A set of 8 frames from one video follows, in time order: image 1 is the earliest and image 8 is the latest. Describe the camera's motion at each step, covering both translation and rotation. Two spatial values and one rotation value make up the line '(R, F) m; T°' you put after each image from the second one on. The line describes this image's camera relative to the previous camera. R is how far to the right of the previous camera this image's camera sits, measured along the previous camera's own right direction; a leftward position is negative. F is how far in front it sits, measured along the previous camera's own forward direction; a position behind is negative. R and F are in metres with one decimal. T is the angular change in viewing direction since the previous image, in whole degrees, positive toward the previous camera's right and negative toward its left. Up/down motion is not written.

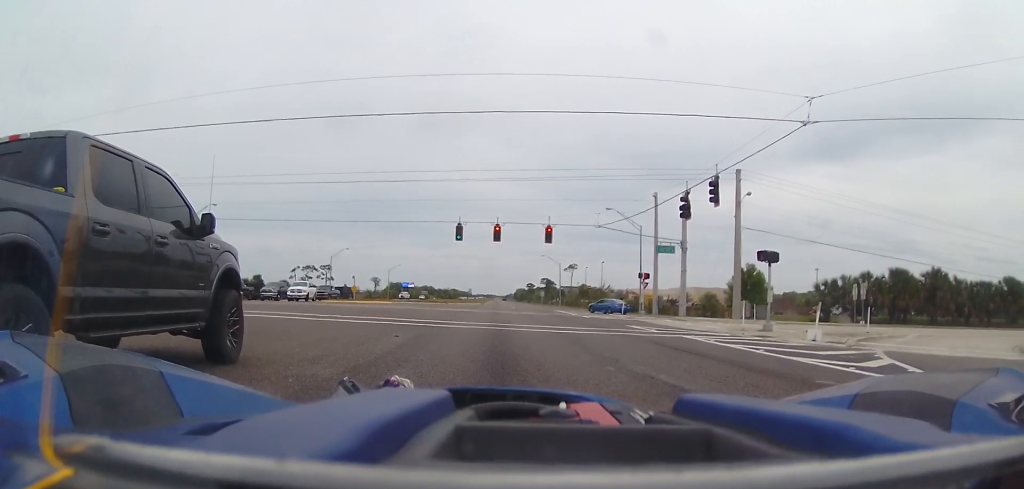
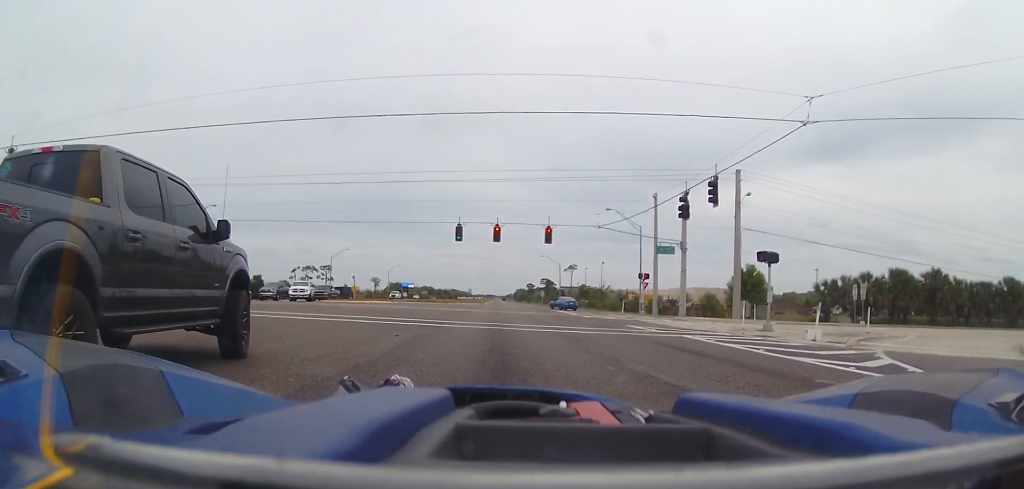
(0.0, 0.0) m; 0°
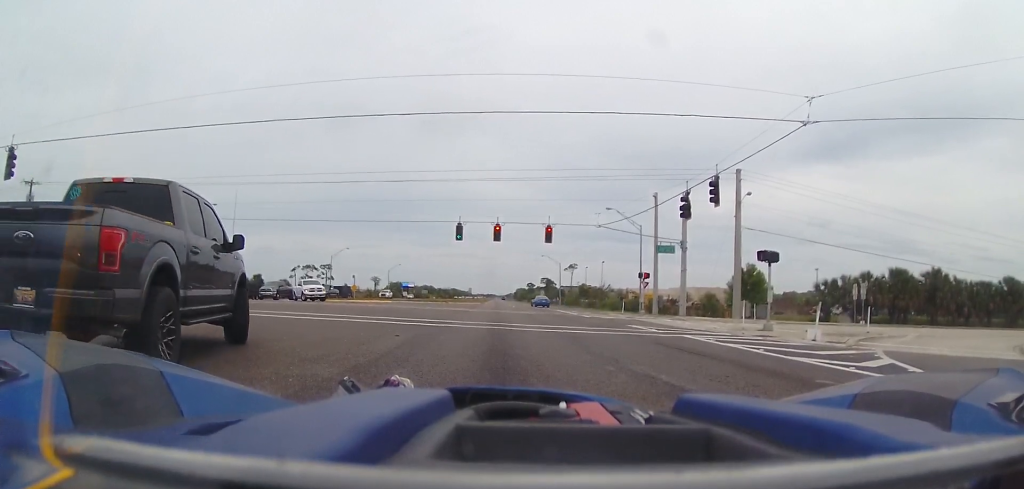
(0.0, 0.0) m; 0°
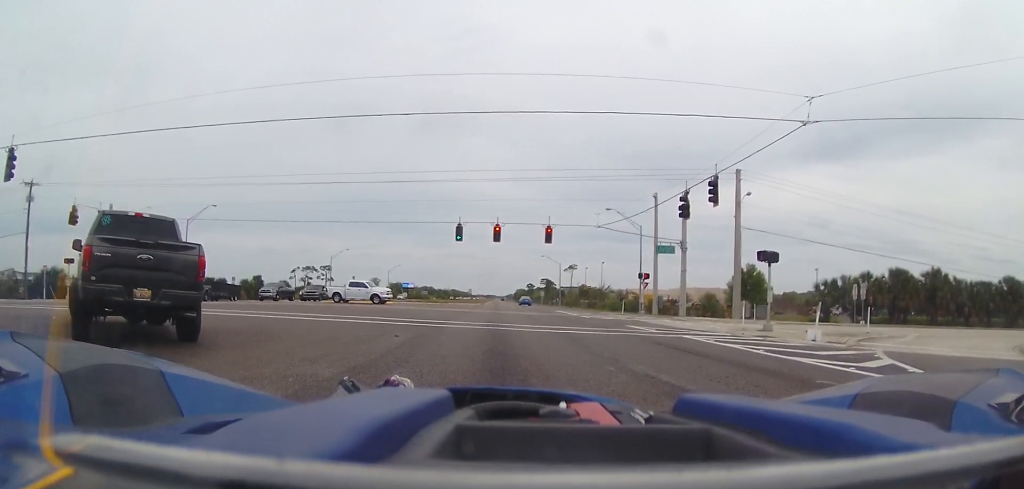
(0.0, 0.0) m; 0°
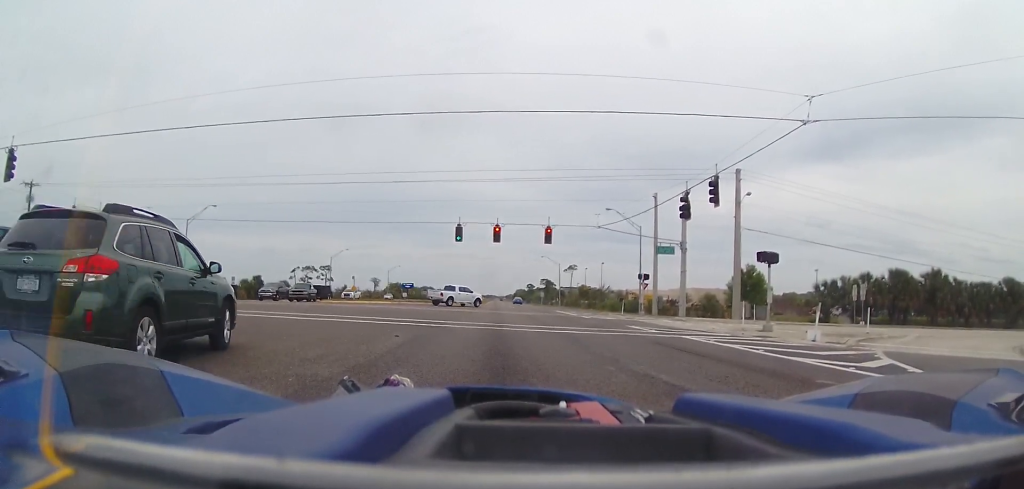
(0.0, 0.0) m; 0°
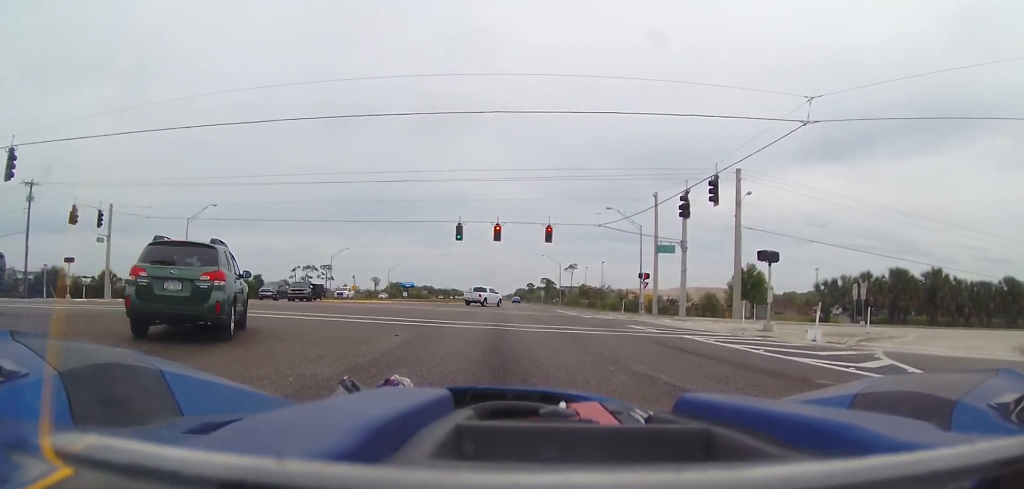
(0.0, 0.0) m; 0°
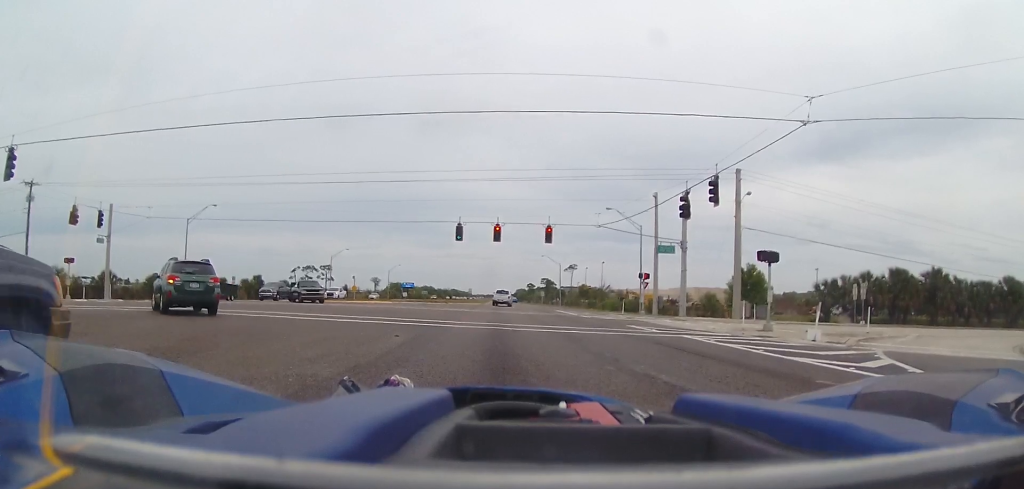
(0.0, 0.0) m; 0°
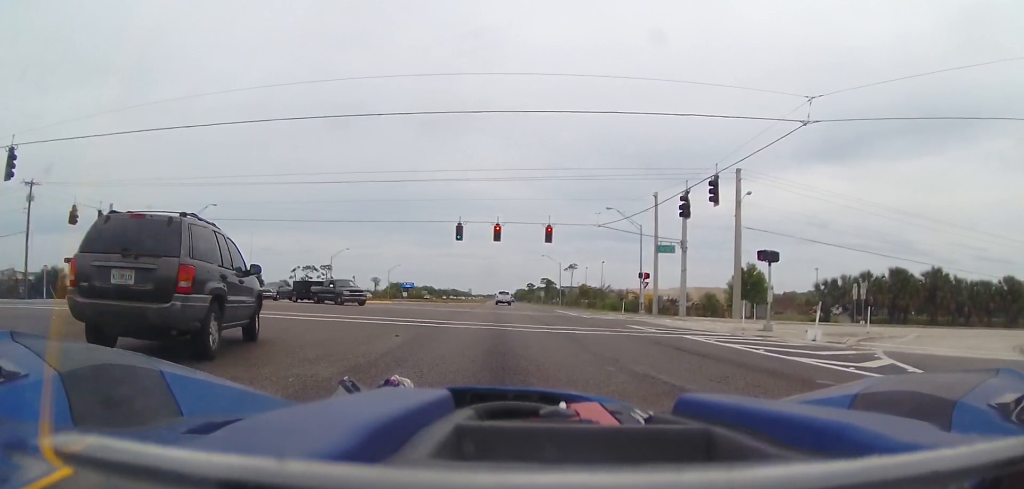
(0.0, 0.0) m; 0°
